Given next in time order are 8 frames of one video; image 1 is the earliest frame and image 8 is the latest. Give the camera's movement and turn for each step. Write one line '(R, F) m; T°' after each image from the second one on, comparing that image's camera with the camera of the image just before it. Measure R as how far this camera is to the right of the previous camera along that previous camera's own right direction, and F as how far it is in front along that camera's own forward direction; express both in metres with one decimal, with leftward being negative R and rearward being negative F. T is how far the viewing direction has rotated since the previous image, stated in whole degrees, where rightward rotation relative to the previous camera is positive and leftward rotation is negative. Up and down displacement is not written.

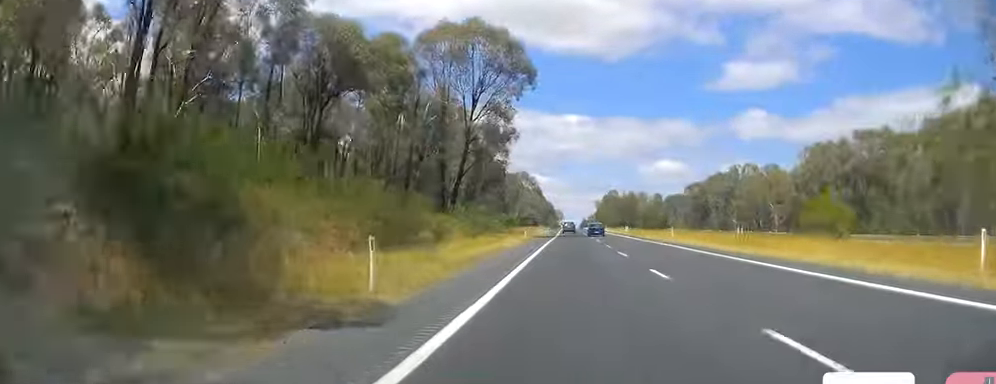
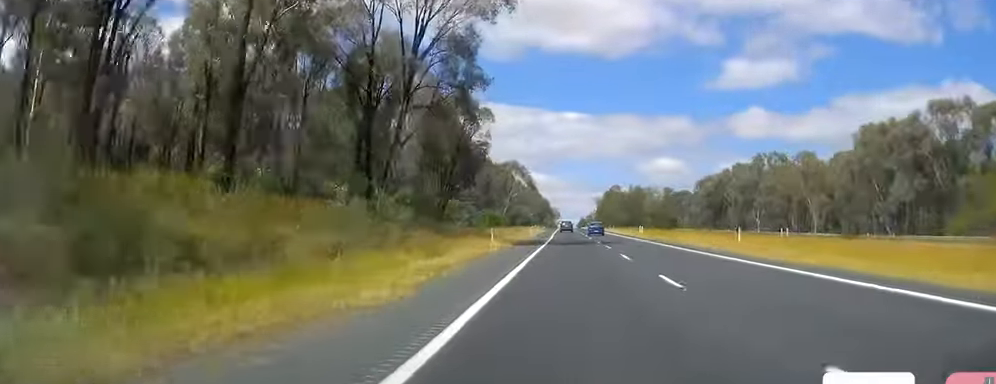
(+0.3, +25.7) m; 0°
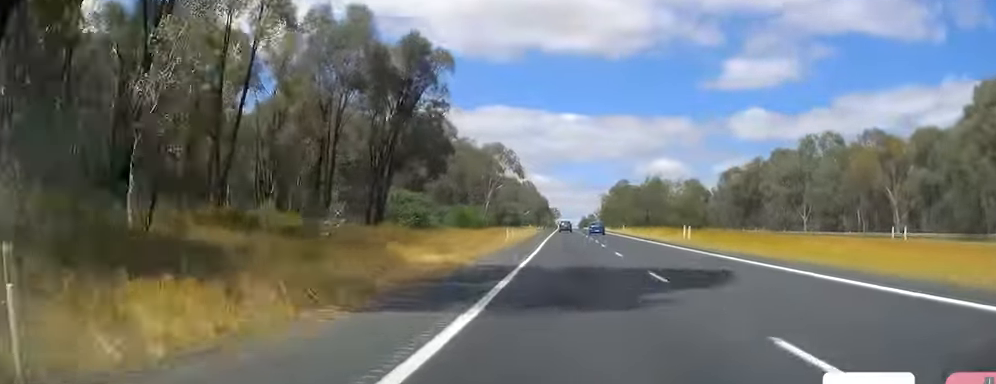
(-0.1, +33.4) m; 0°
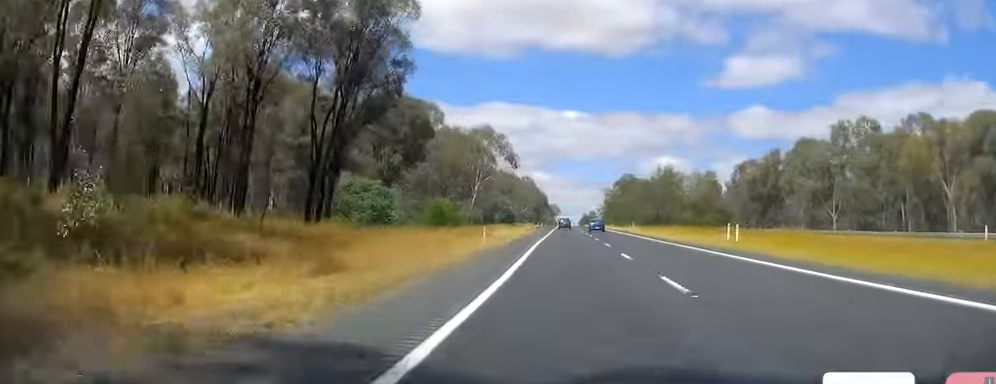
(0.0, +15.3) m; 0°
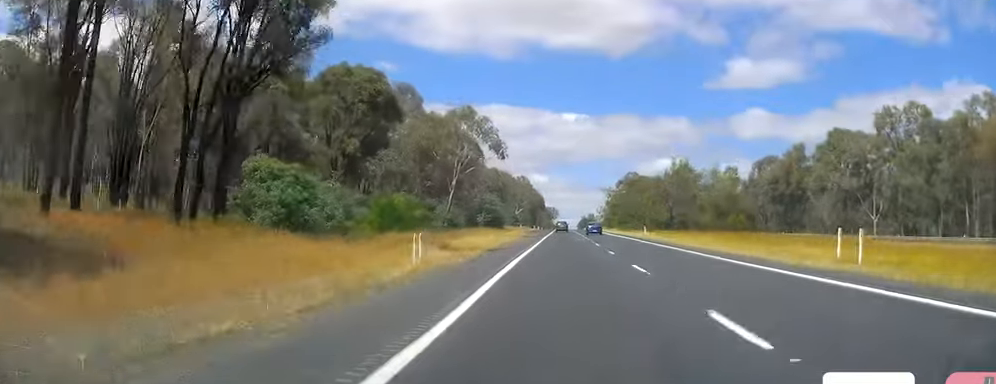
(0.0, +17.3) m; 0°
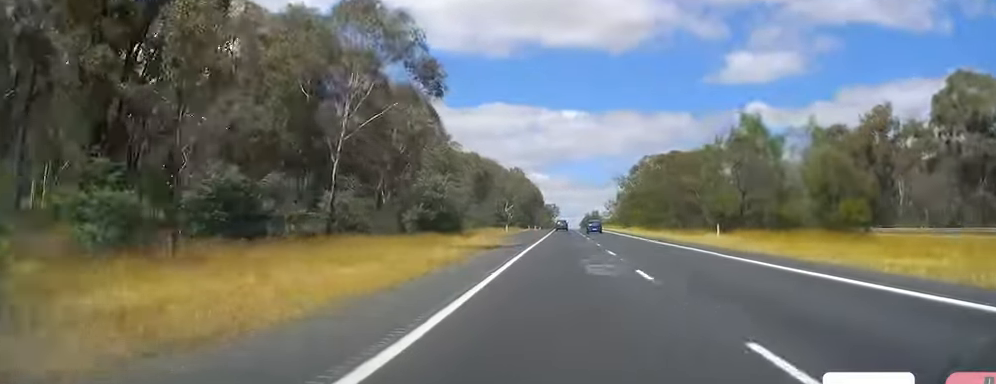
(0.0, +38.4) m; 0°
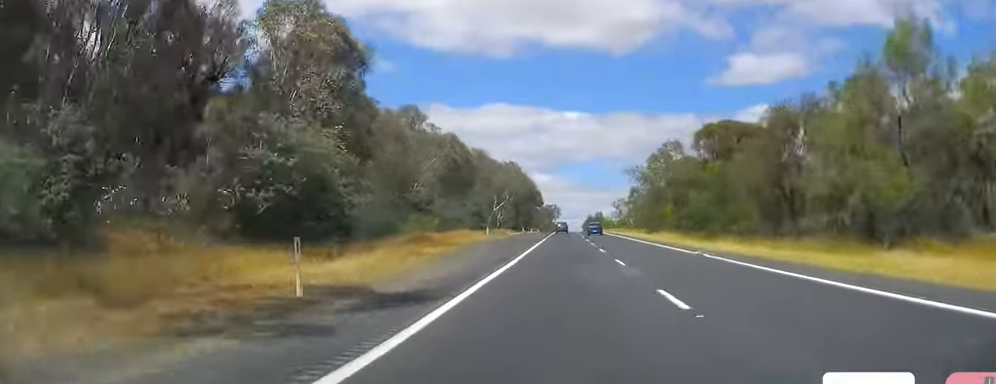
(+0.1, +28.9) m; 0°
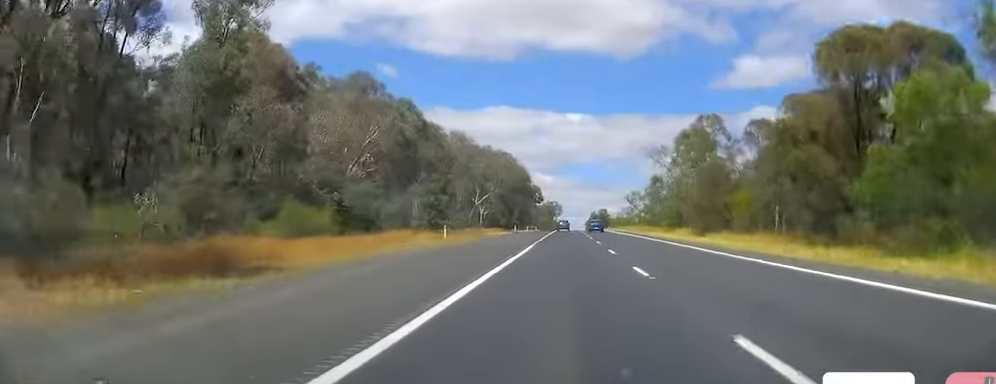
(0.0, +29.8) m; -1°
